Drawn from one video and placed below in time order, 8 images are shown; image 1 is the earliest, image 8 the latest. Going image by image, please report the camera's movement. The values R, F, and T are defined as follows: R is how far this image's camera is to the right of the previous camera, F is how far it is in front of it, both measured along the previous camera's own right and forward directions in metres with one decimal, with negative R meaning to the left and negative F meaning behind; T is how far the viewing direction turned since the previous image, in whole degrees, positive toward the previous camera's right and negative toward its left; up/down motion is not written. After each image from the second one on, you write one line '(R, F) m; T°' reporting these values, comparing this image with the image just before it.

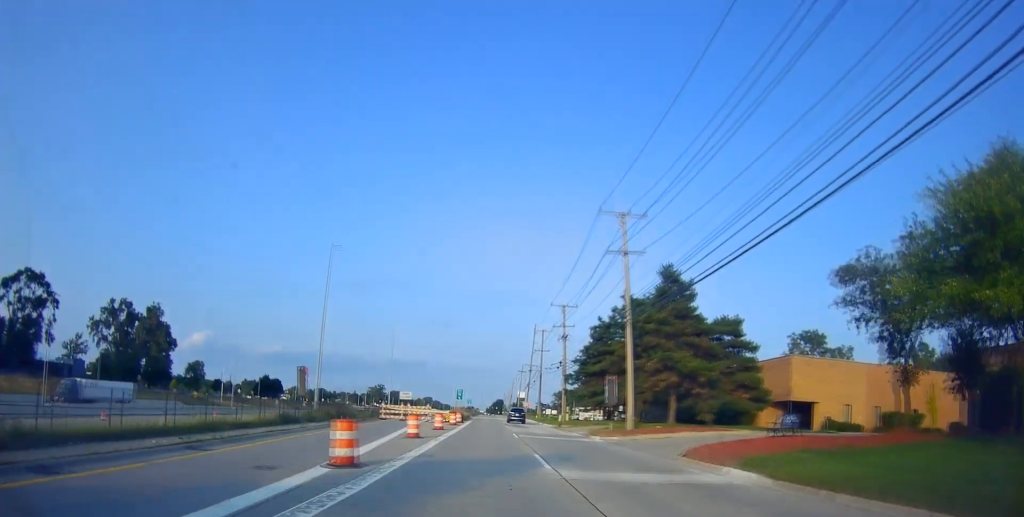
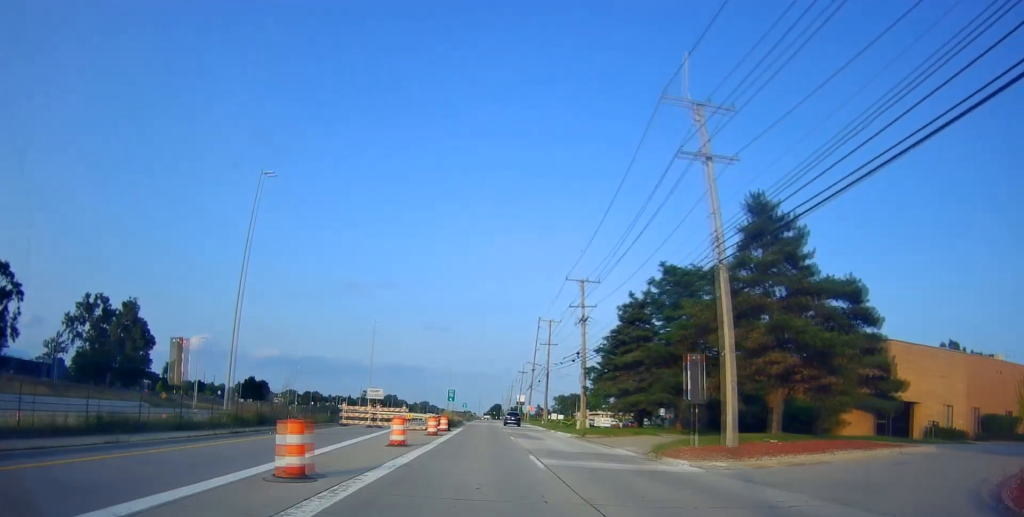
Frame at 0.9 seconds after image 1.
(+0.2, +15.5) m; +1°
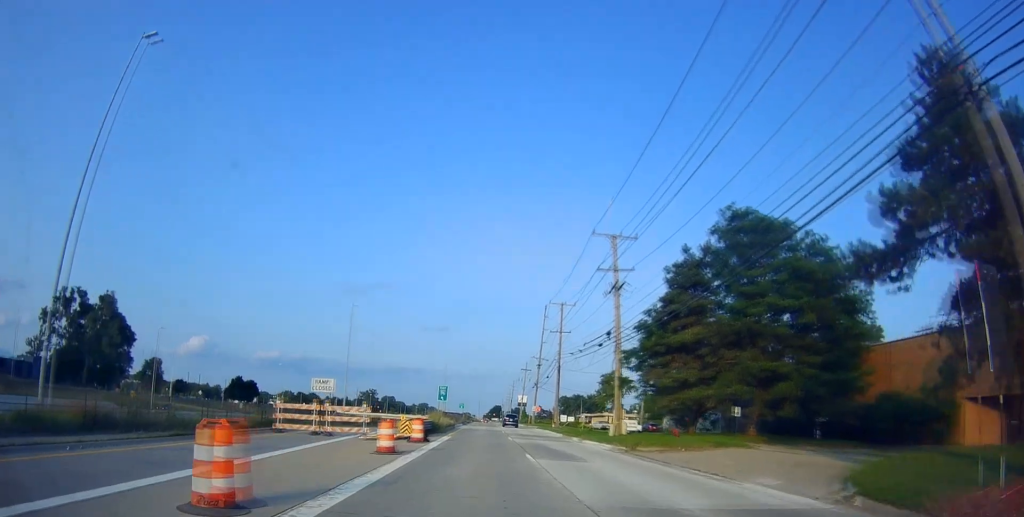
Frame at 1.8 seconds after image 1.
(+0.1, +14.1) m; -1°
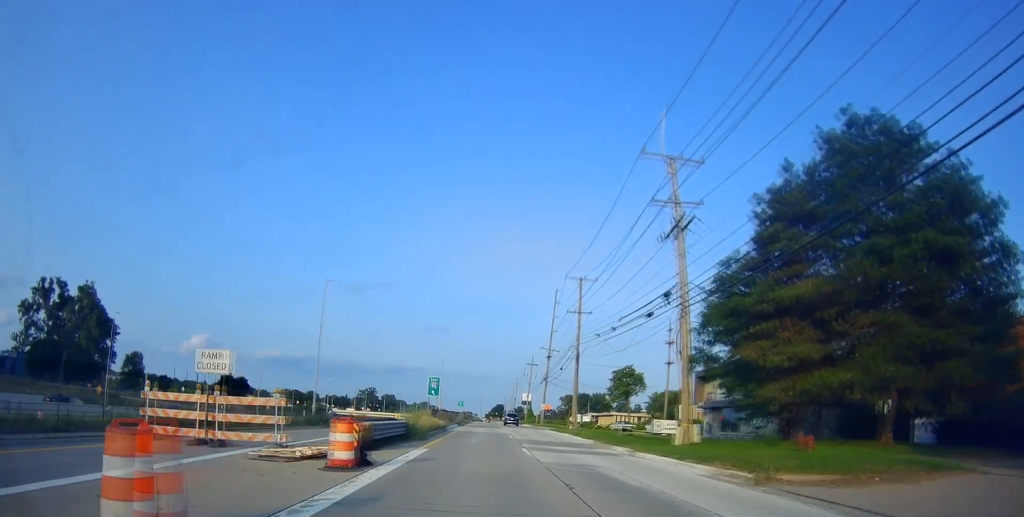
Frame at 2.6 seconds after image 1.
(-0.1, +12.8) m; -1°
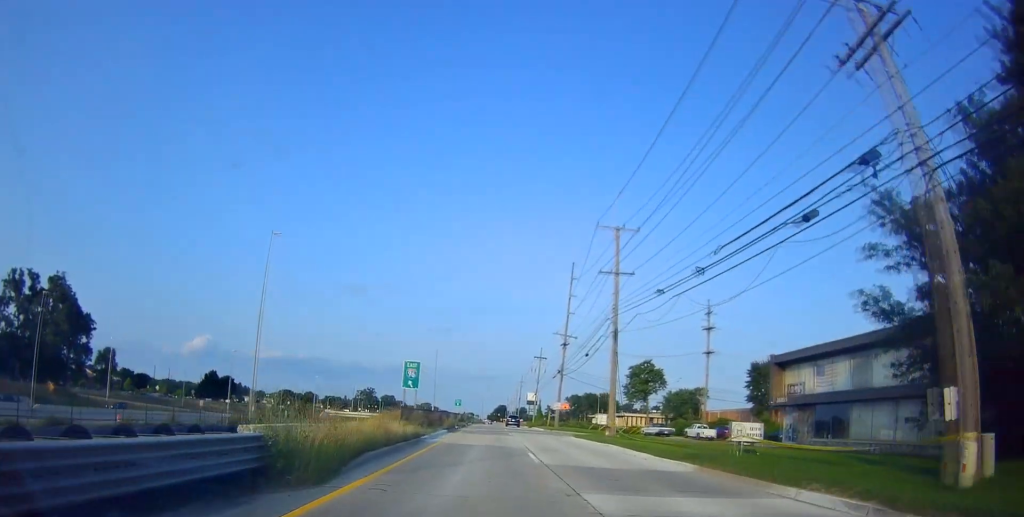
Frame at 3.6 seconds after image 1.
(-0.2, +15.8) m; 0°
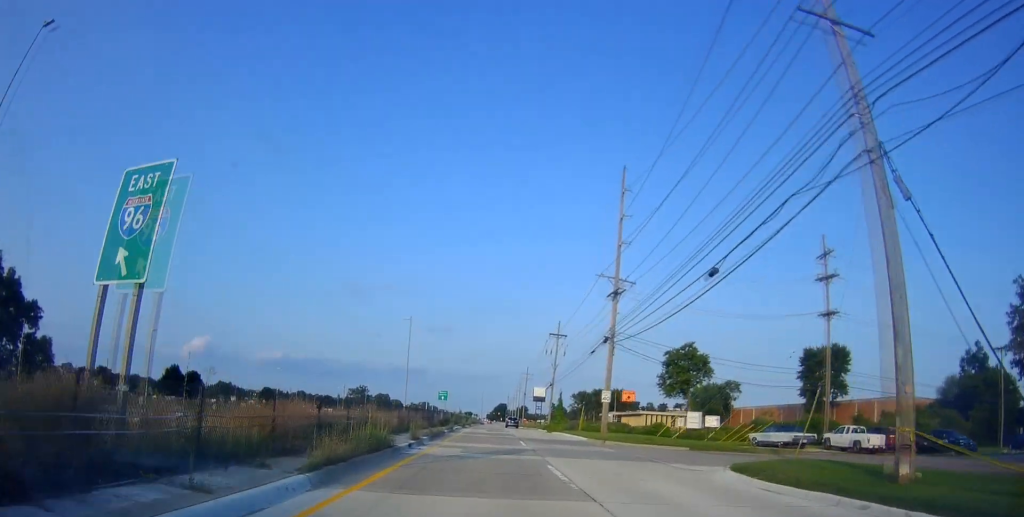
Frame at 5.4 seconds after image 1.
(-0.3, +28.7) m; -2°
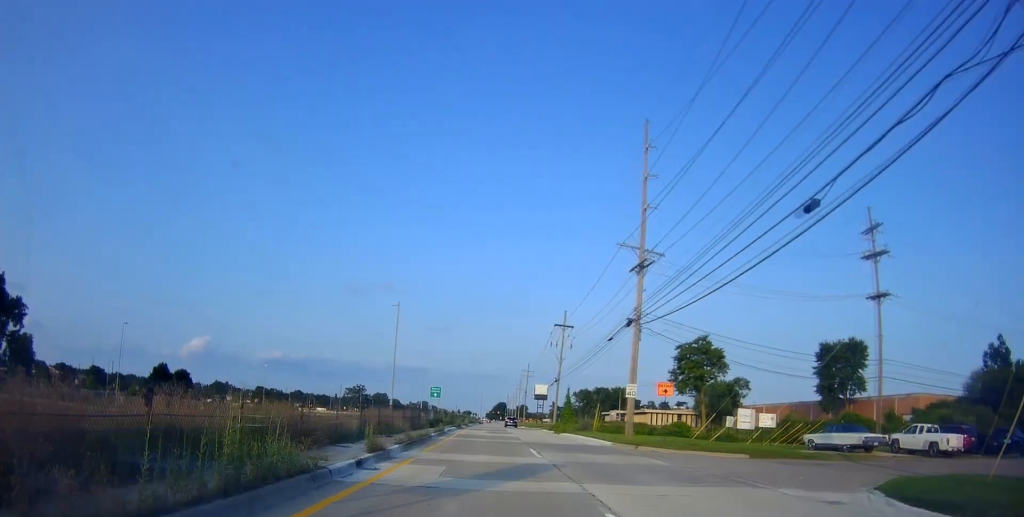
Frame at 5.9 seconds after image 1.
(0.0, +7.5) m; +1°
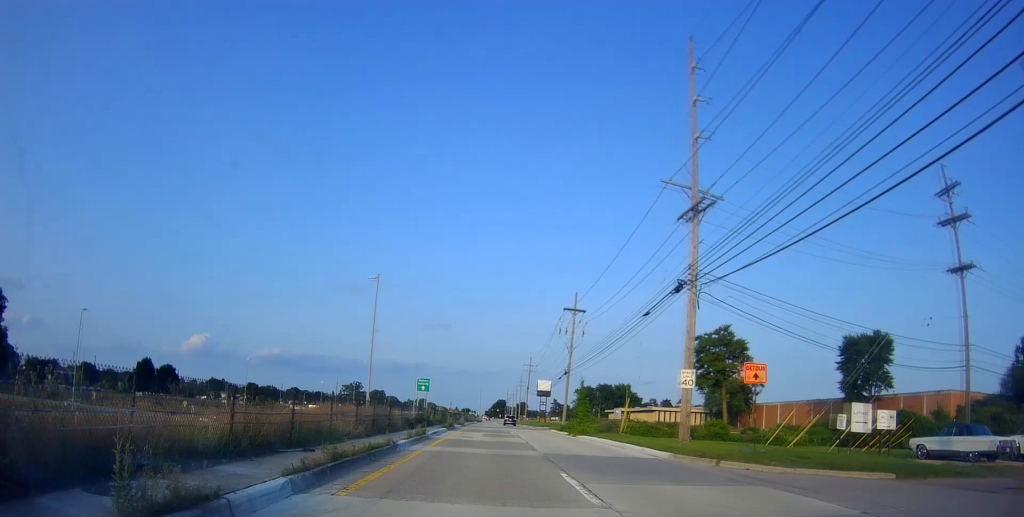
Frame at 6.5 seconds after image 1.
(0.0, +9.6) m; +1°
